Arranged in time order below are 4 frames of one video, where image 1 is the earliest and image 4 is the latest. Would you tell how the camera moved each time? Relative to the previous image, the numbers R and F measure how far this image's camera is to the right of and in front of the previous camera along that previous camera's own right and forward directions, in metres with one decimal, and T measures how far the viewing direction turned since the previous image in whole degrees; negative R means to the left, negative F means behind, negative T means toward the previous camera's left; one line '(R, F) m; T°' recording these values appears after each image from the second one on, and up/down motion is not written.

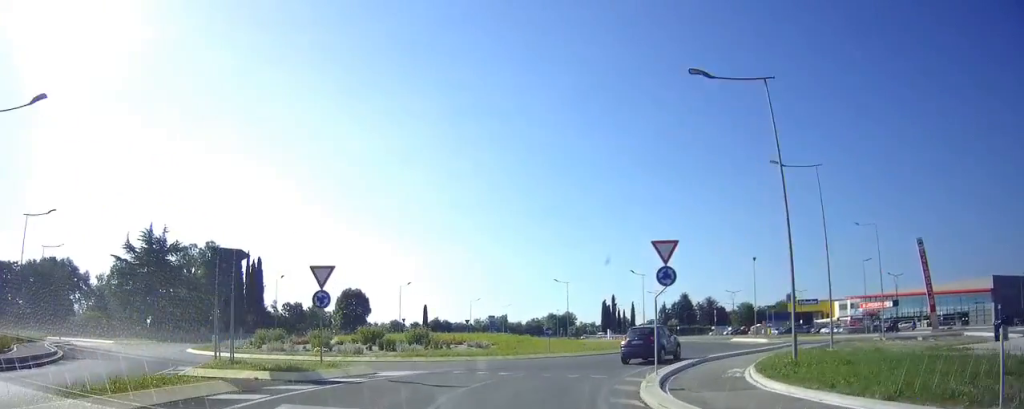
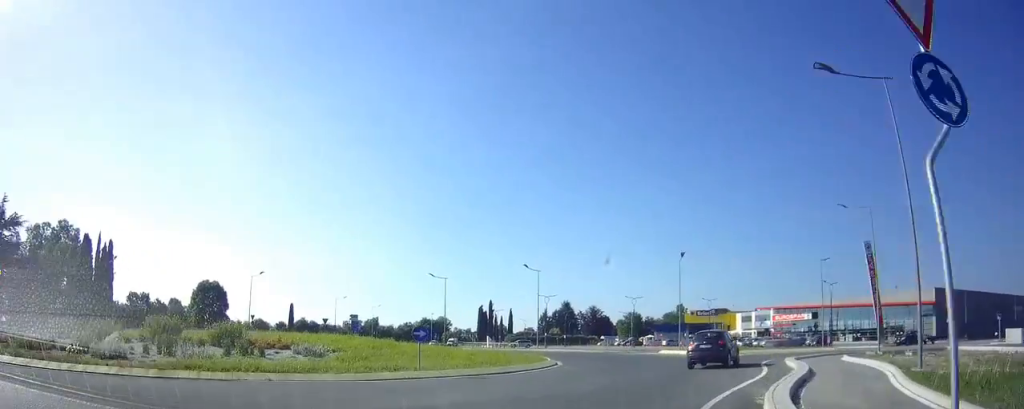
(+1.9, +13.4) m; +12°
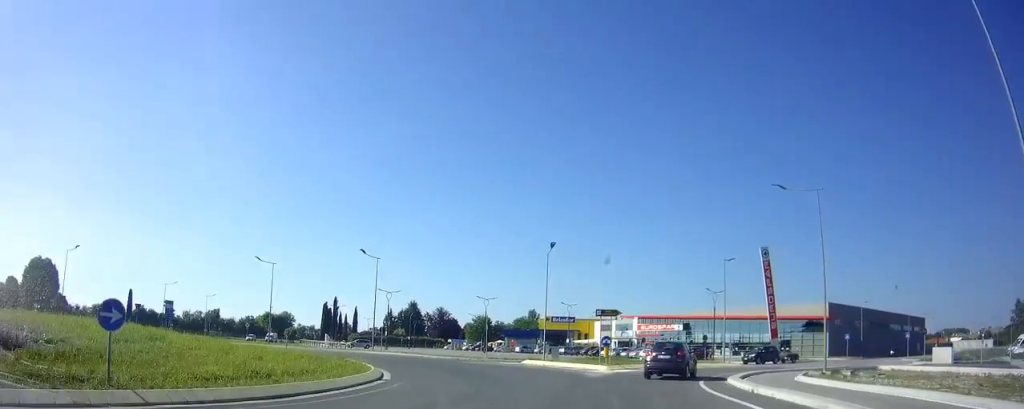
(+0.1, +10.4) m; -5°
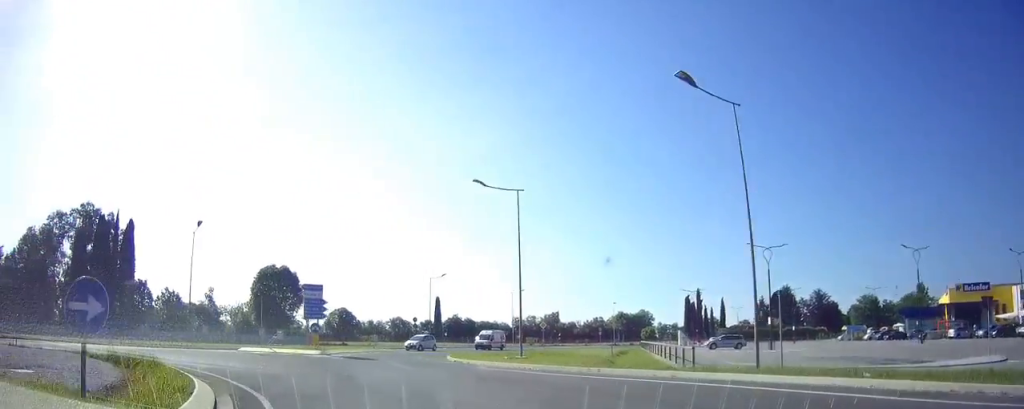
(-14.5, +29.5) m; -42°
